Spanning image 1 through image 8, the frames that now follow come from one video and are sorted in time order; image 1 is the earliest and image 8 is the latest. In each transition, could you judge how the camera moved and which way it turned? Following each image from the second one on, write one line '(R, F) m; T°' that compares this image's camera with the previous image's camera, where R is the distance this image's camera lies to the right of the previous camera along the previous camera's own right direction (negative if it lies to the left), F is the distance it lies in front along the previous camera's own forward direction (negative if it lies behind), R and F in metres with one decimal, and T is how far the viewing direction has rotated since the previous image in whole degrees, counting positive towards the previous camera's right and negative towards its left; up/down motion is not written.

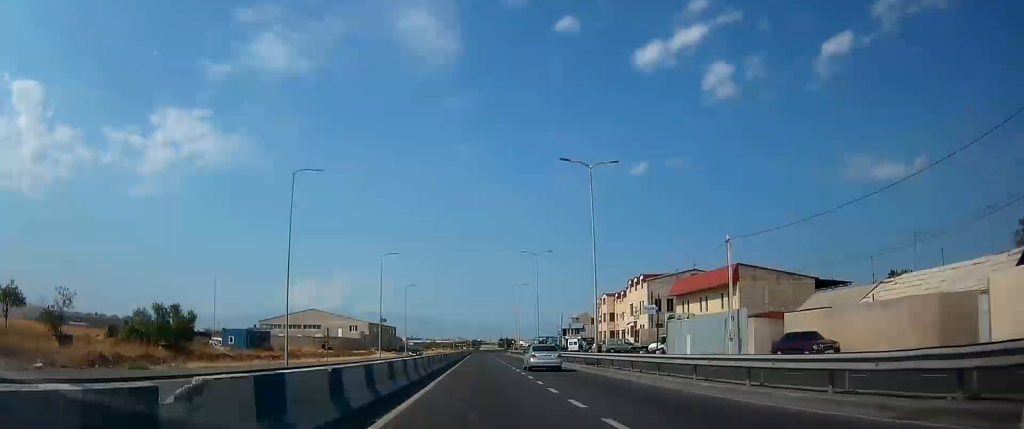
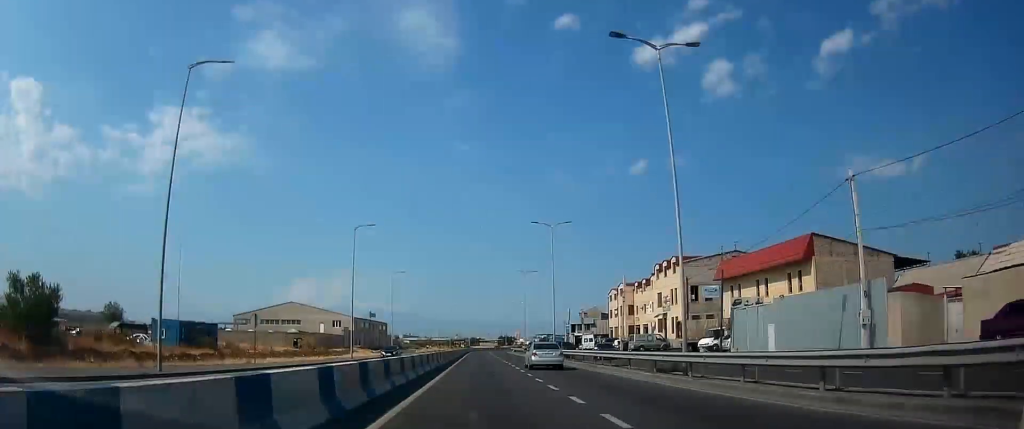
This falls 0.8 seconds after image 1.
(0.0, +16.5) m; 0°
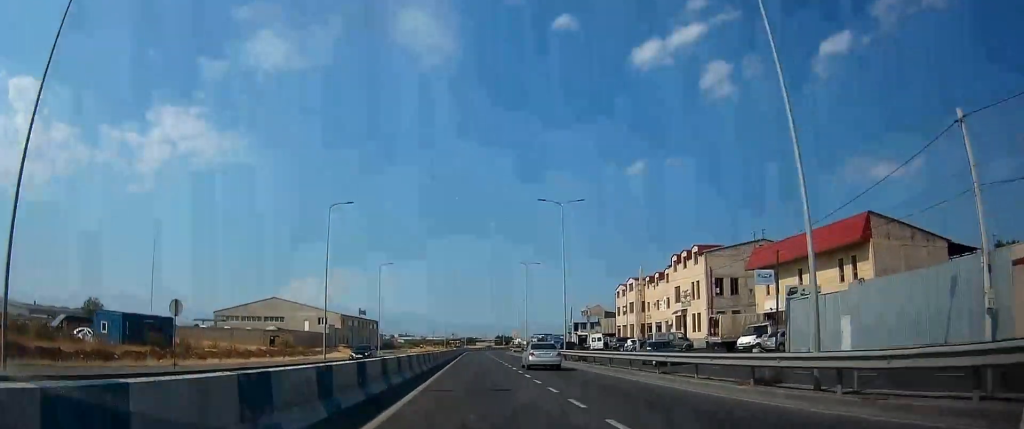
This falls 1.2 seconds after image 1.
(0.0, +8.3) m; 0°
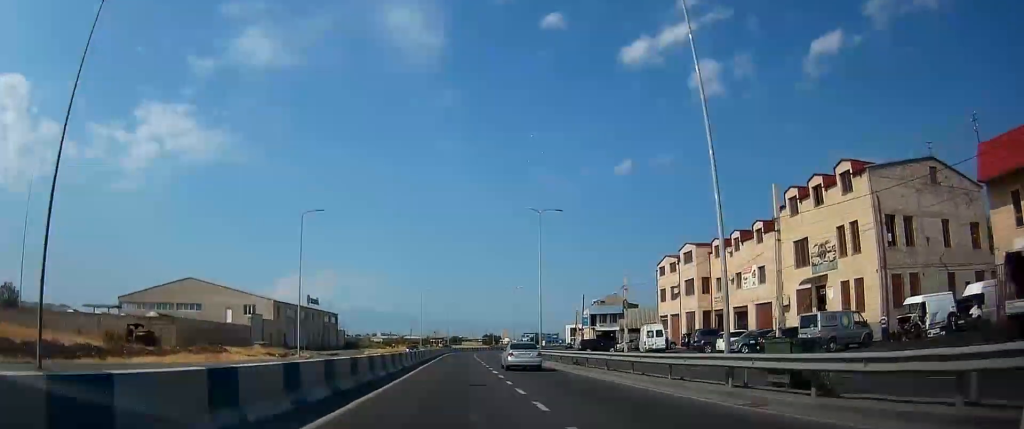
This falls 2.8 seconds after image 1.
(0.0, +29.9) m; 0°
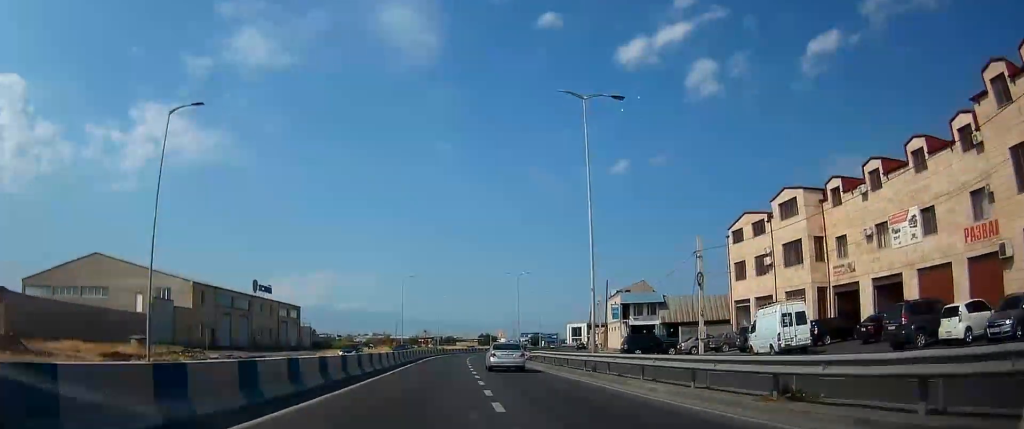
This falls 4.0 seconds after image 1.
(0.0, +24.1) m; 0°
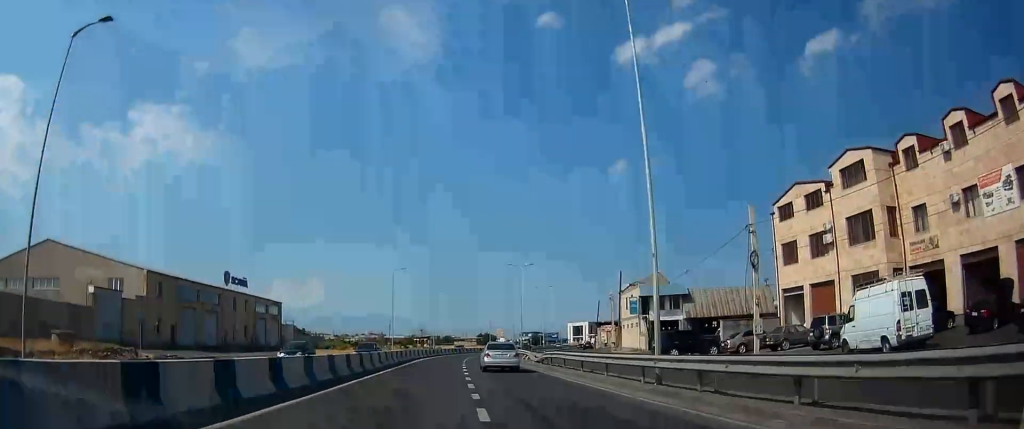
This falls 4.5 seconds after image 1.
(0.0, +9.3) m; 0°
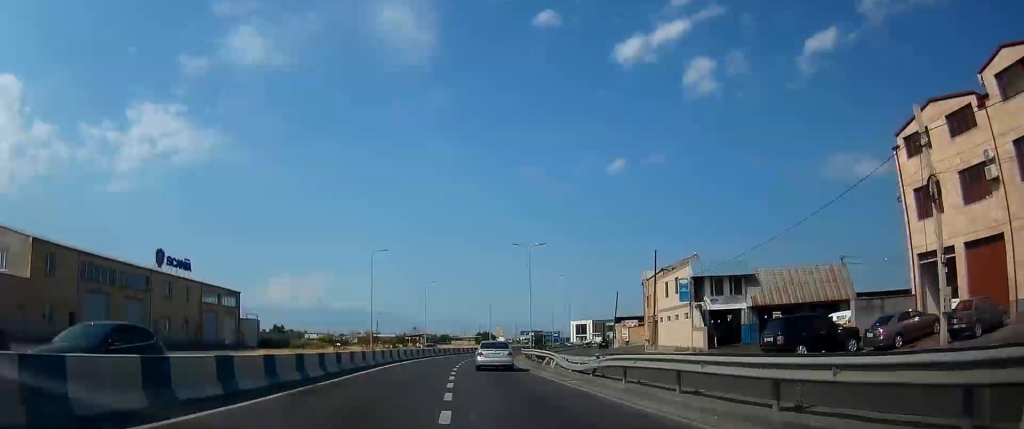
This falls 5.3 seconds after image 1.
(-0.1, +16.5) m; 0°
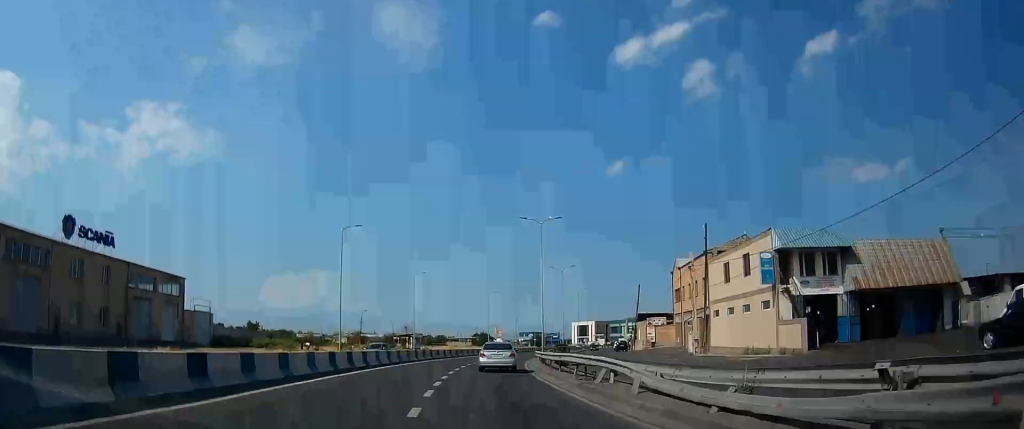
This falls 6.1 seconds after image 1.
(-0.1, +15.1) m; 0°
